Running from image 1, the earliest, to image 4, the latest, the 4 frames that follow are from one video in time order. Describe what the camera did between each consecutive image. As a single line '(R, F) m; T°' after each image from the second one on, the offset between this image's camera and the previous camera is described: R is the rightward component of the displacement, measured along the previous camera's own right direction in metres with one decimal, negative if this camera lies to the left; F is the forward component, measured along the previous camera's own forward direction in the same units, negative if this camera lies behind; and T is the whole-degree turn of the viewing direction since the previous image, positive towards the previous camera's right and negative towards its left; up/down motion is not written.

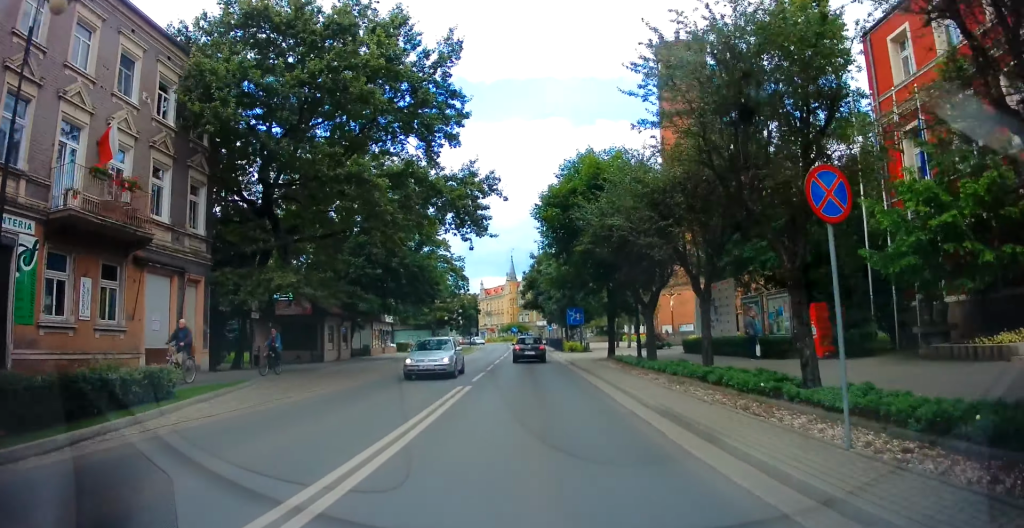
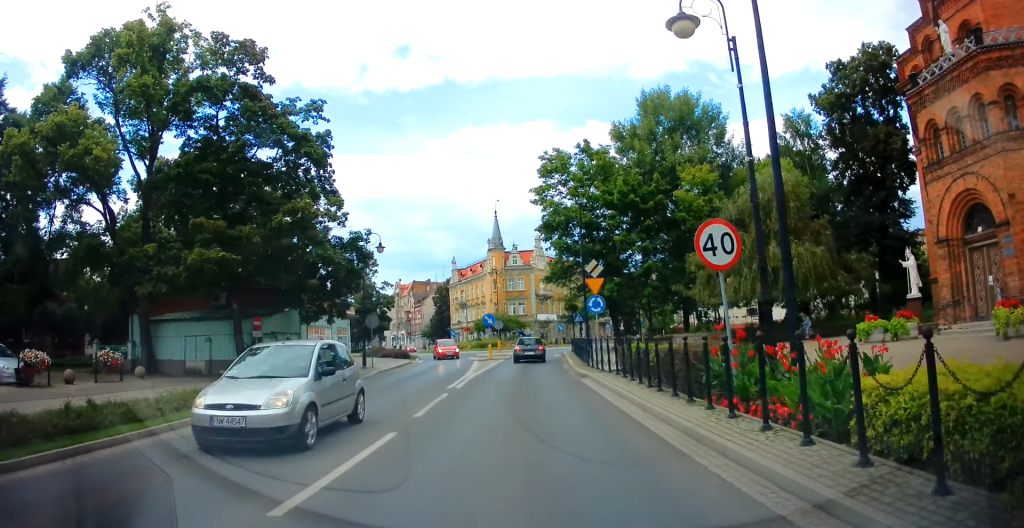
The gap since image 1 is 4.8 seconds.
(-1.1, +55.7) m; +1°
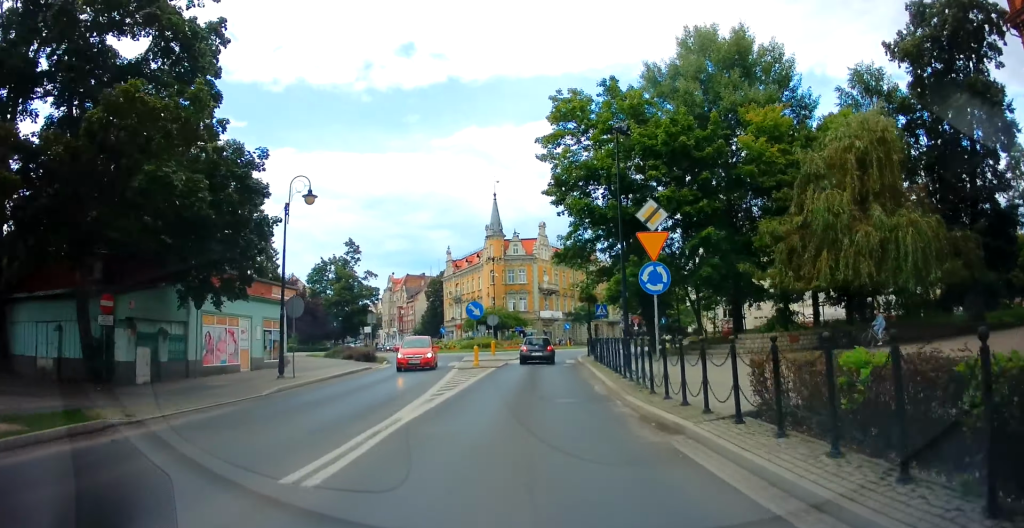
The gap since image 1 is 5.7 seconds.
(+0.1, +11.1) m; 0°
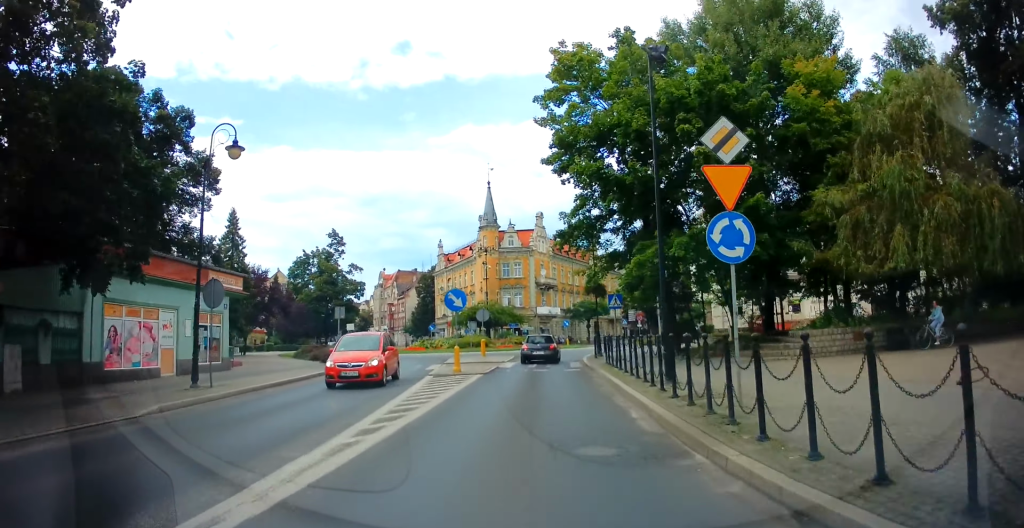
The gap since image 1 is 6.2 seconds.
(-0.2, +5.6) m; 0°
